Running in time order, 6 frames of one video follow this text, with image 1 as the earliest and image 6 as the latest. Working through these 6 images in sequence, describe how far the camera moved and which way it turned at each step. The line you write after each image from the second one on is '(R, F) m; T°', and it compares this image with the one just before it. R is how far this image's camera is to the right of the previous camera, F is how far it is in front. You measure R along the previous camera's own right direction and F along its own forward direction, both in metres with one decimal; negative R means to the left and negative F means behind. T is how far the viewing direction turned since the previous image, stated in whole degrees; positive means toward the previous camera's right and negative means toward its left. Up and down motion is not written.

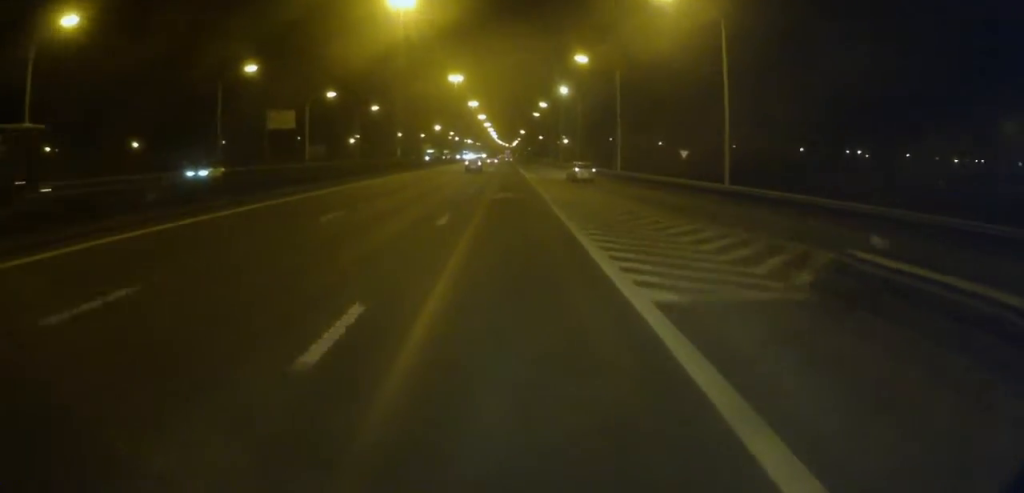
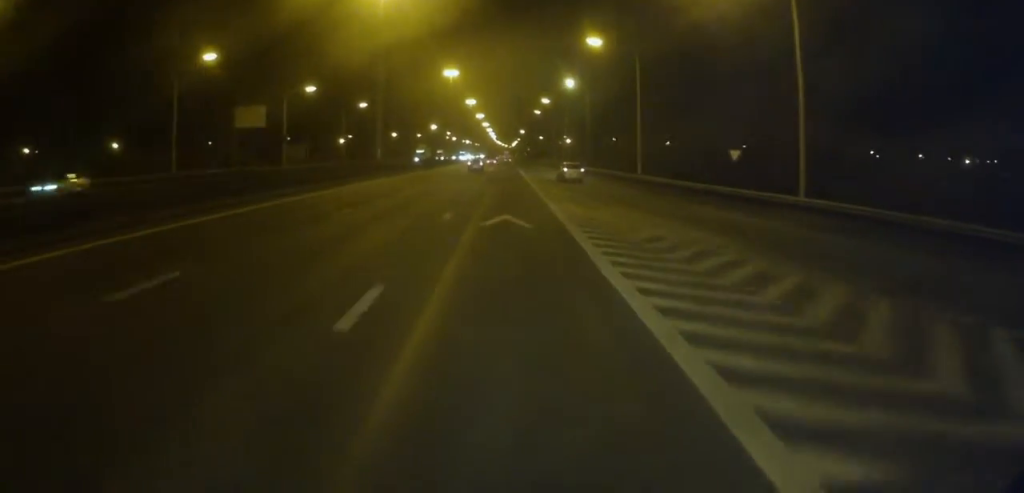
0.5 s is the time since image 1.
(0.0, +11.0) m; 0°
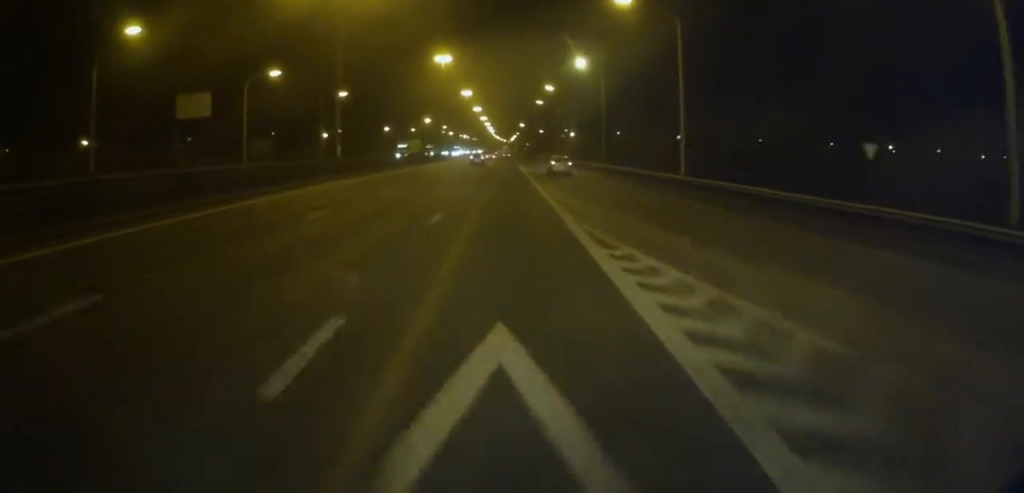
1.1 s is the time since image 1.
(+0.1, +14.8) m; +1°
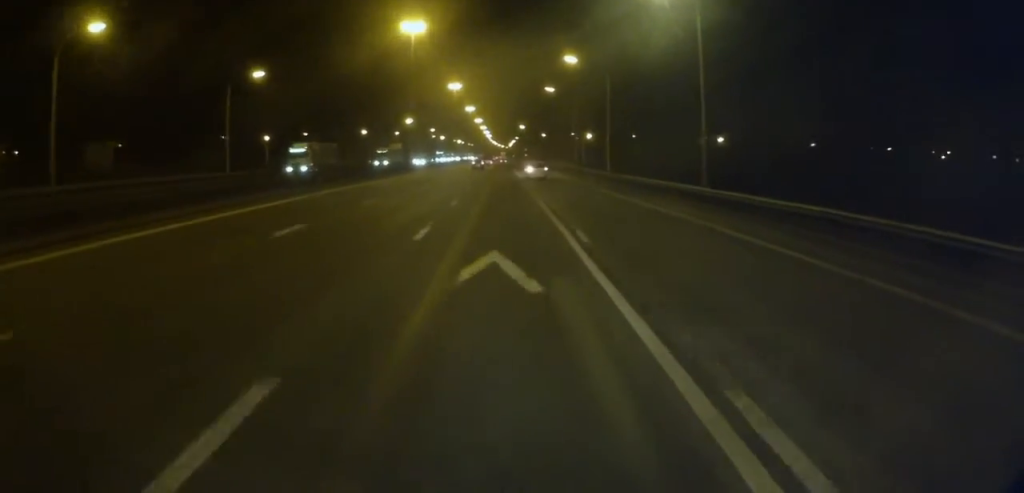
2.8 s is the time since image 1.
(-0.2, +39.1) m; -1°
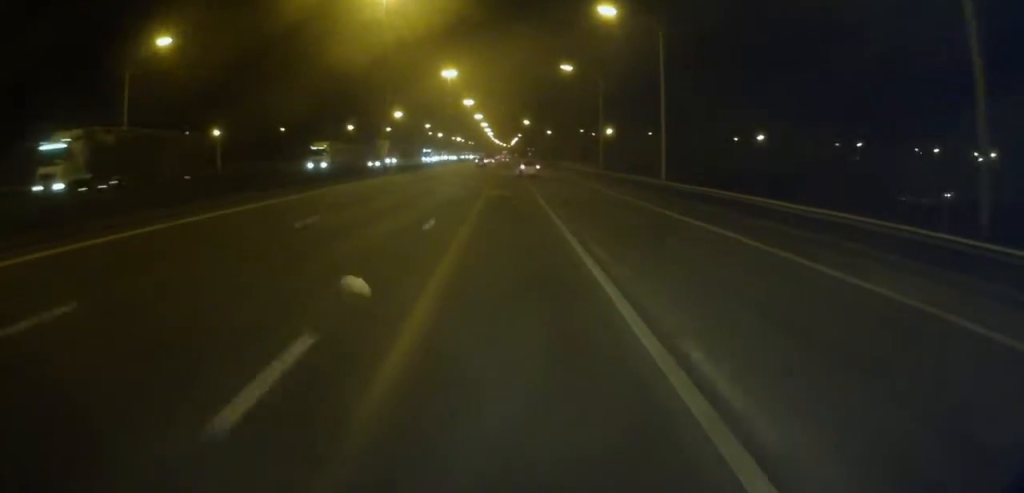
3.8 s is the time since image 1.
(0.0, +23.5) m; 0°
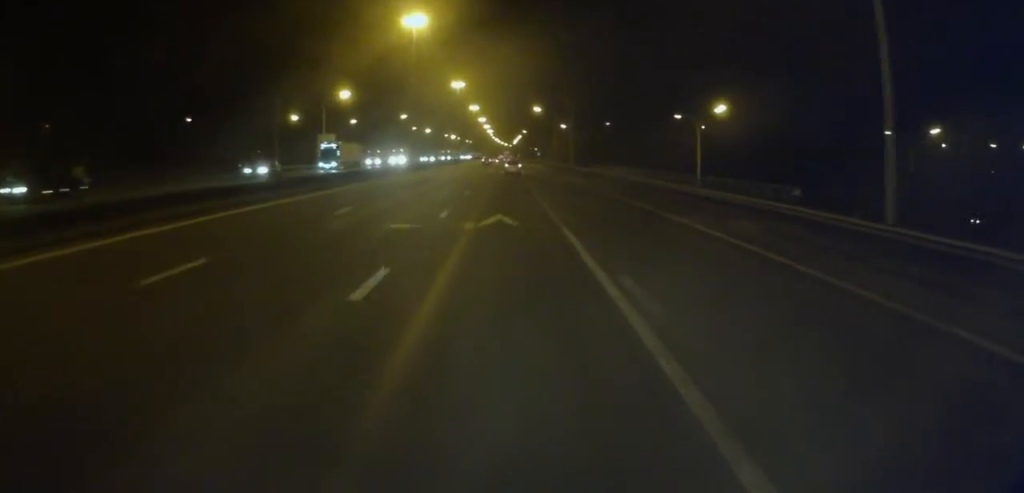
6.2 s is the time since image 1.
(+0.3, +57.9) m; 0°
